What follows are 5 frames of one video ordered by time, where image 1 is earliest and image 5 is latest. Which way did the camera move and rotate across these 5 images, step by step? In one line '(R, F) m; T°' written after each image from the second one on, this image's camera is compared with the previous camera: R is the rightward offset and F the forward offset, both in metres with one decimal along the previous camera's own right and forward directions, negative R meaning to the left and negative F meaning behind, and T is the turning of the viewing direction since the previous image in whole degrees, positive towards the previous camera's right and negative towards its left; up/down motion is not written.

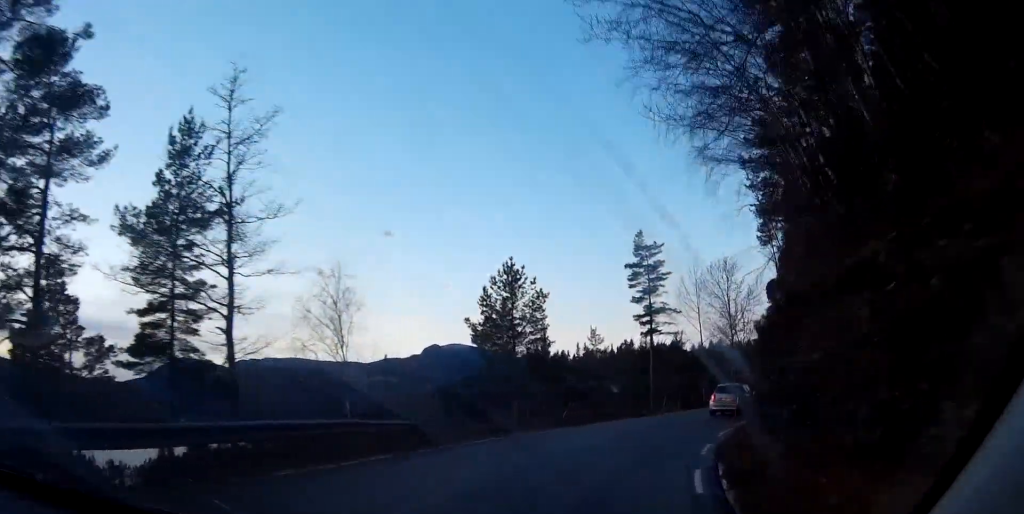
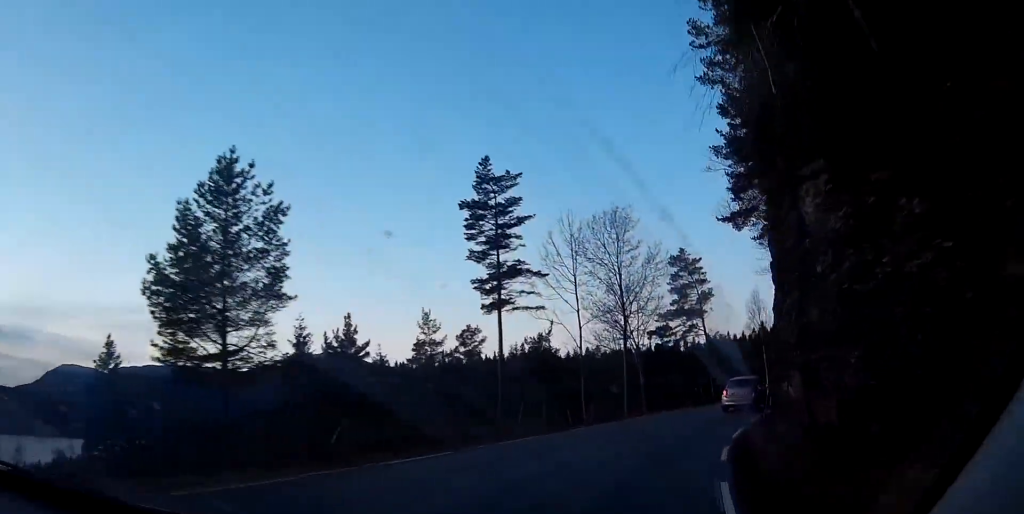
(+0.9, +20.3) m; +7°
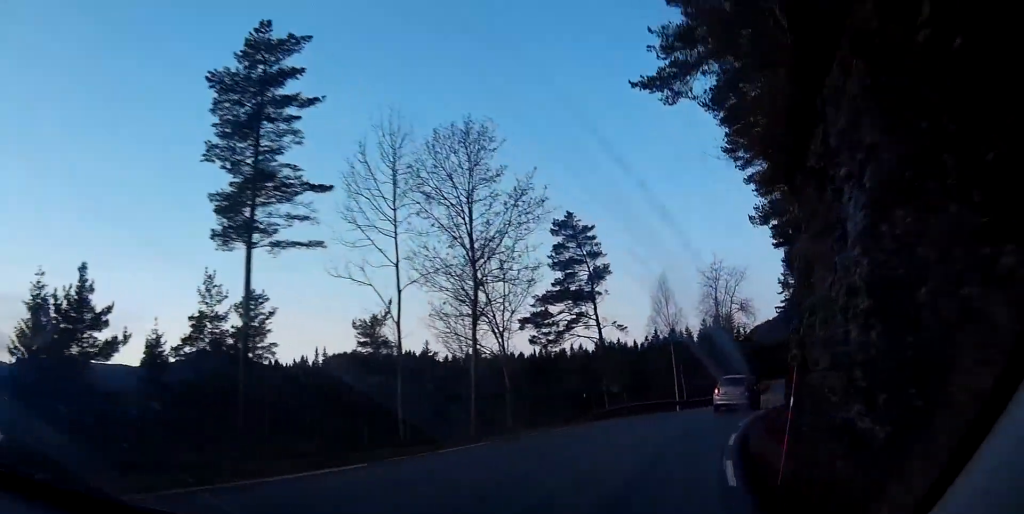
(+1.0, +15.7) m; +8°
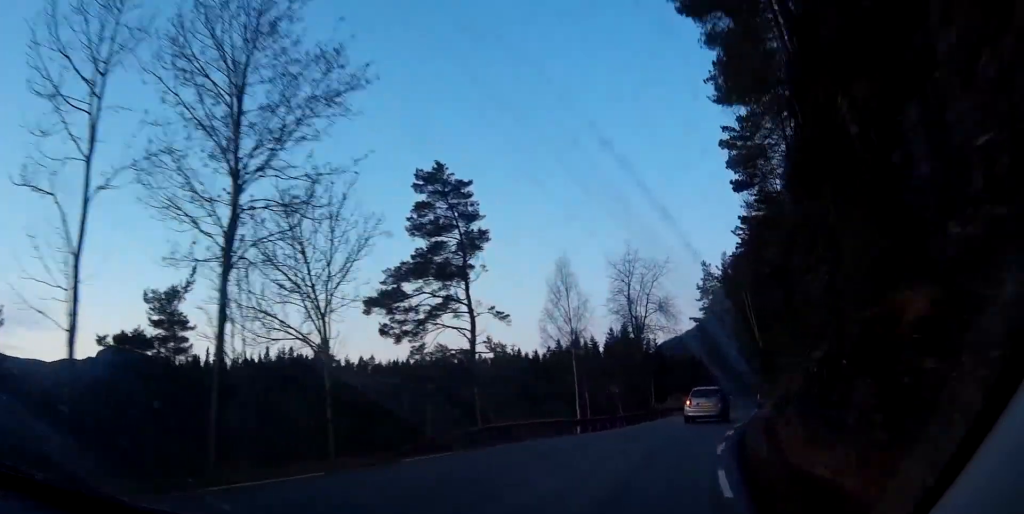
(+0.8, +13.3) m; +7°
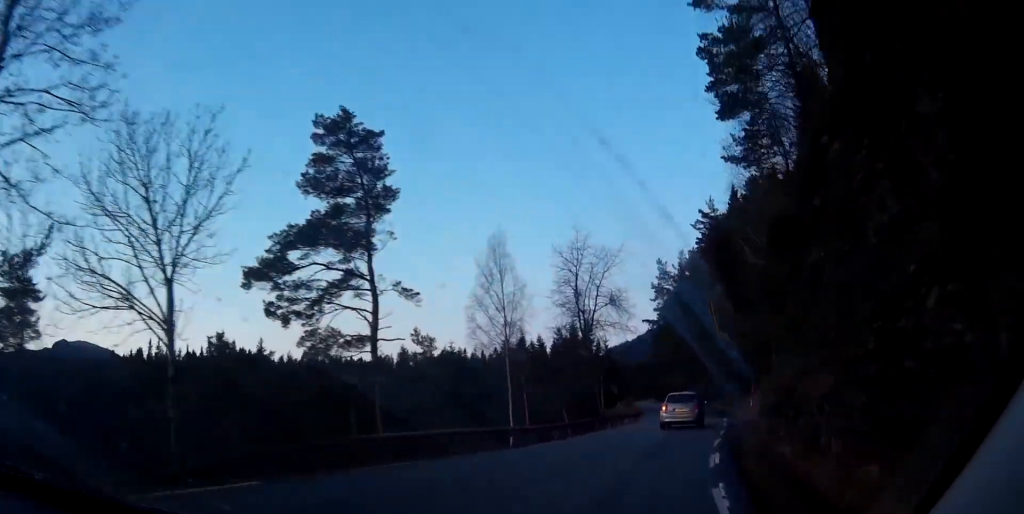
(+0.4, +7.6) m; +3°
